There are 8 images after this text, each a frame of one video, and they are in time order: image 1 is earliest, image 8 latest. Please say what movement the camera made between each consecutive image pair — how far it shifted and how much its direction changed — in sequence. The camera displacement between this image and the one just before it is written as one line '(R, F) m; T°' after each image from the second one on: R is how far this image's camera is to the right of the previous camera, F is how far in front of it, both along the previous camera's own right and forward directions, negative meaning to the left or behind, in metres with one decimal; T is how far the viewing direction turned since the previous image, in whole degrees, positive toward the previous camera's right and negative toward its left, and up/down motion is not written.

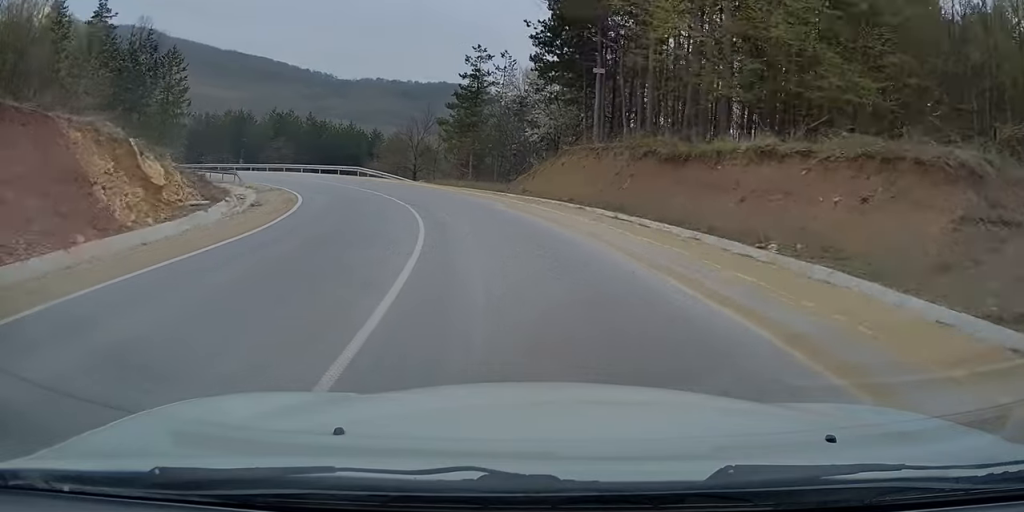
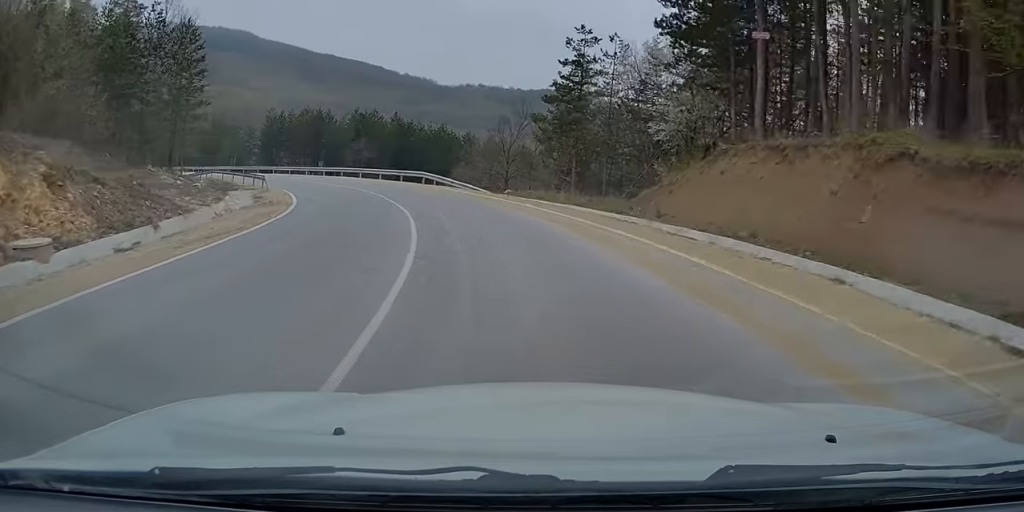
(-0.7, +13.2) m; -8°
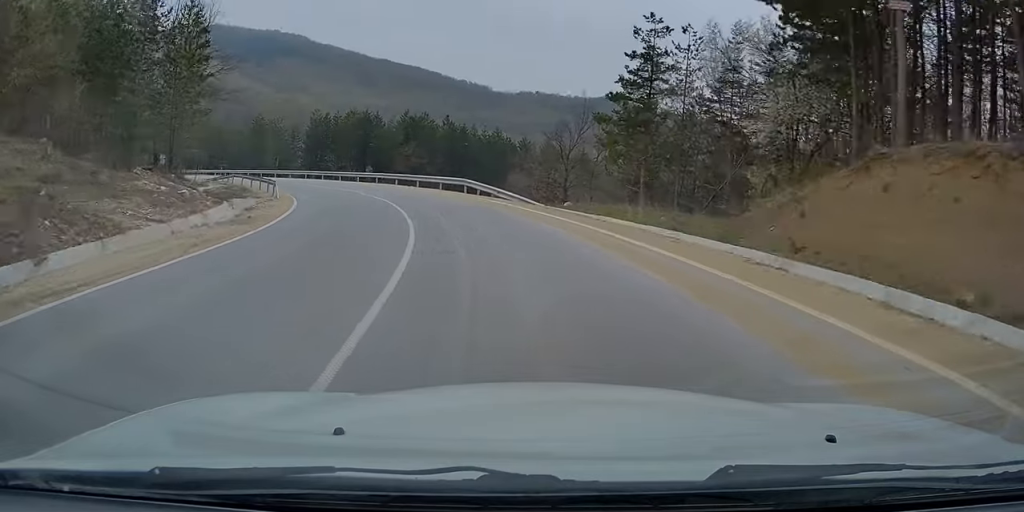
(-0.2, +7.2) m; -5°
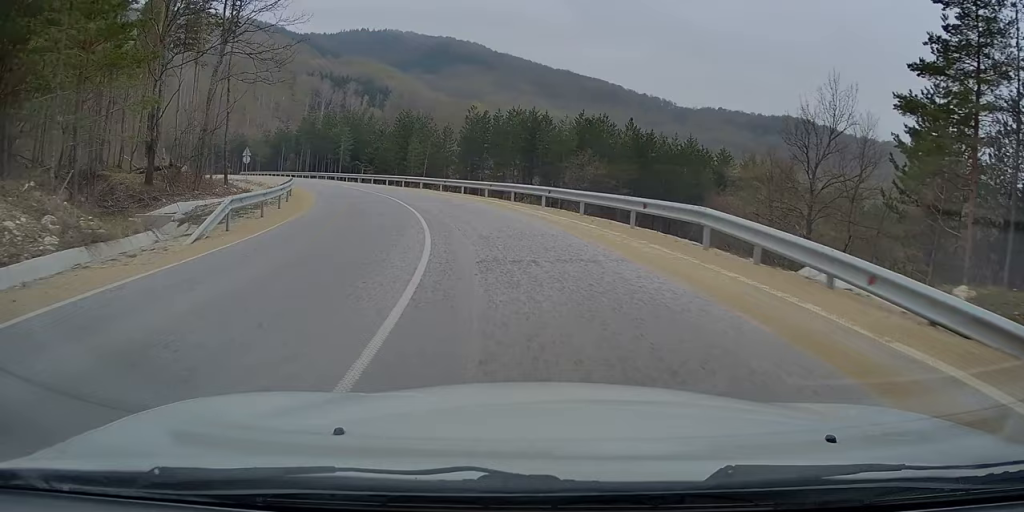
(-2.9, +22.2) m; -14°
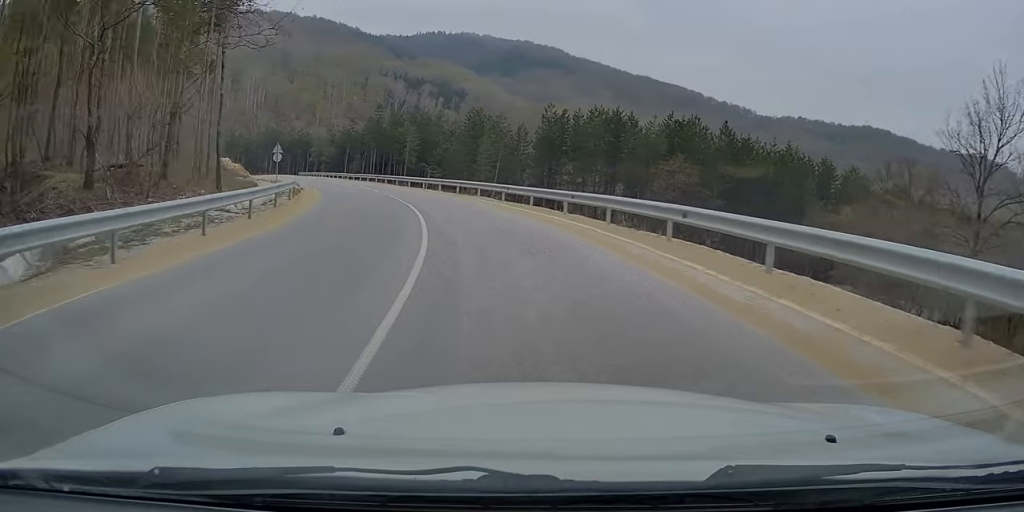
(-0.4, +11.0) m; -6°
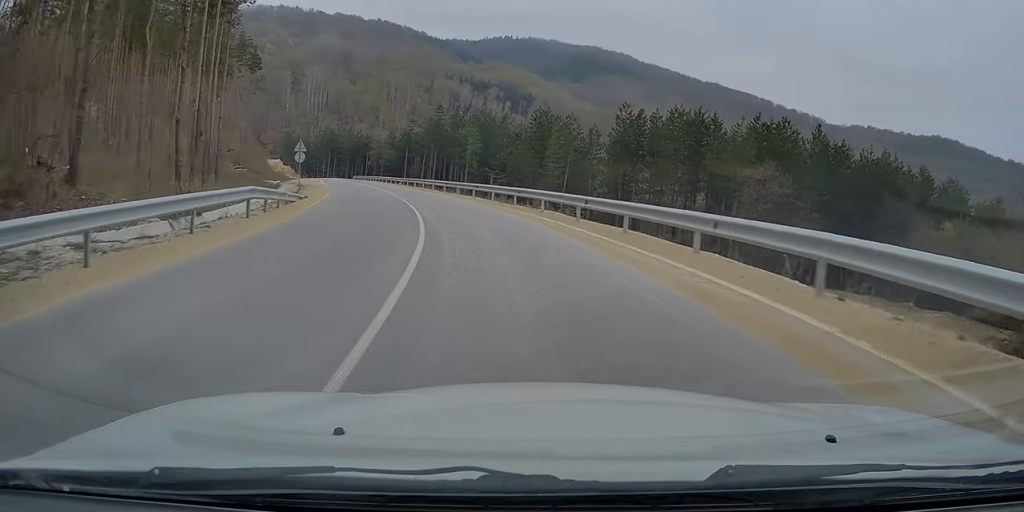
(-0.8, +9.6) m; -6°
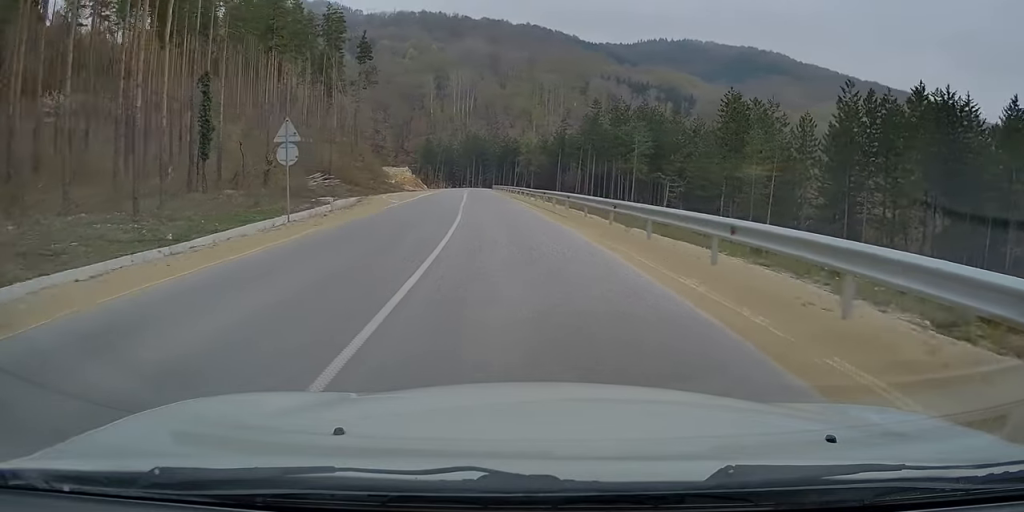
(-3.0, +24.8) m; -12°
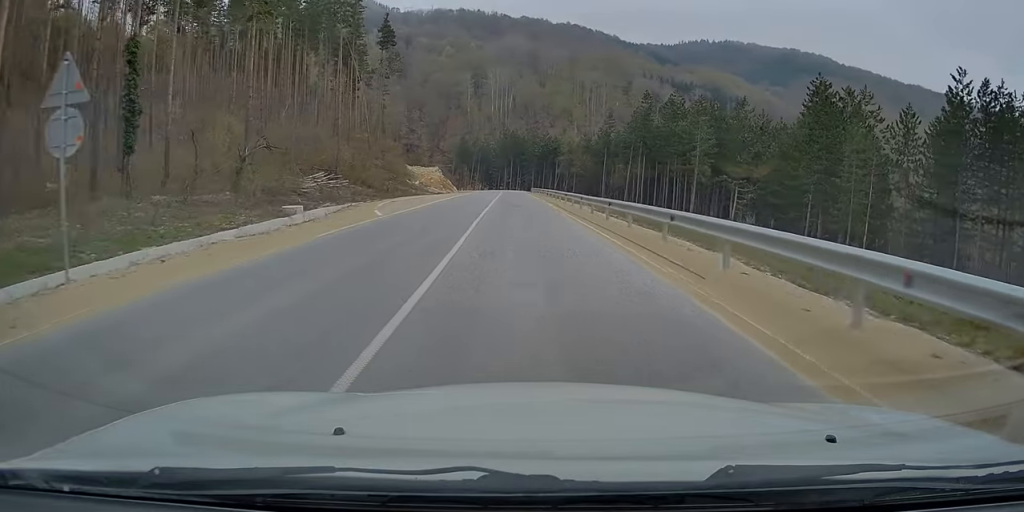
(-0.4, +12.4) m; -3°
